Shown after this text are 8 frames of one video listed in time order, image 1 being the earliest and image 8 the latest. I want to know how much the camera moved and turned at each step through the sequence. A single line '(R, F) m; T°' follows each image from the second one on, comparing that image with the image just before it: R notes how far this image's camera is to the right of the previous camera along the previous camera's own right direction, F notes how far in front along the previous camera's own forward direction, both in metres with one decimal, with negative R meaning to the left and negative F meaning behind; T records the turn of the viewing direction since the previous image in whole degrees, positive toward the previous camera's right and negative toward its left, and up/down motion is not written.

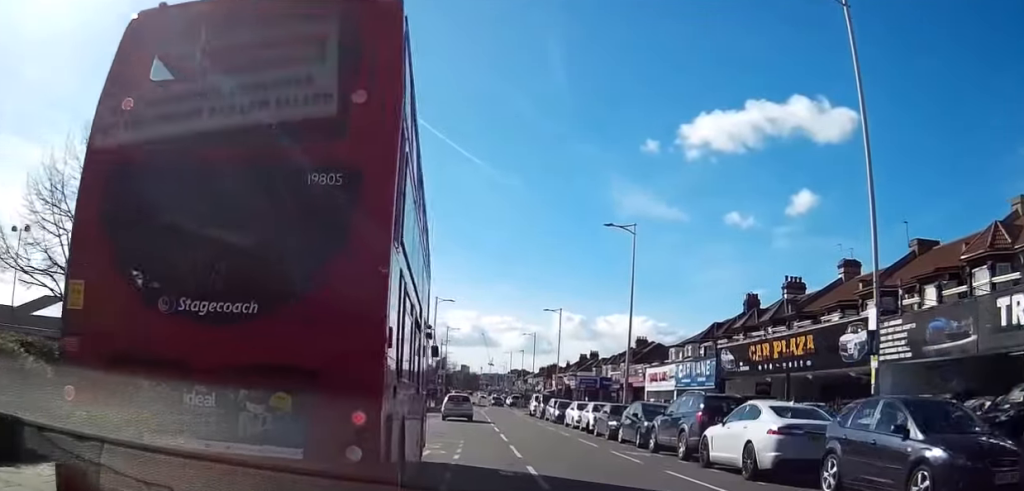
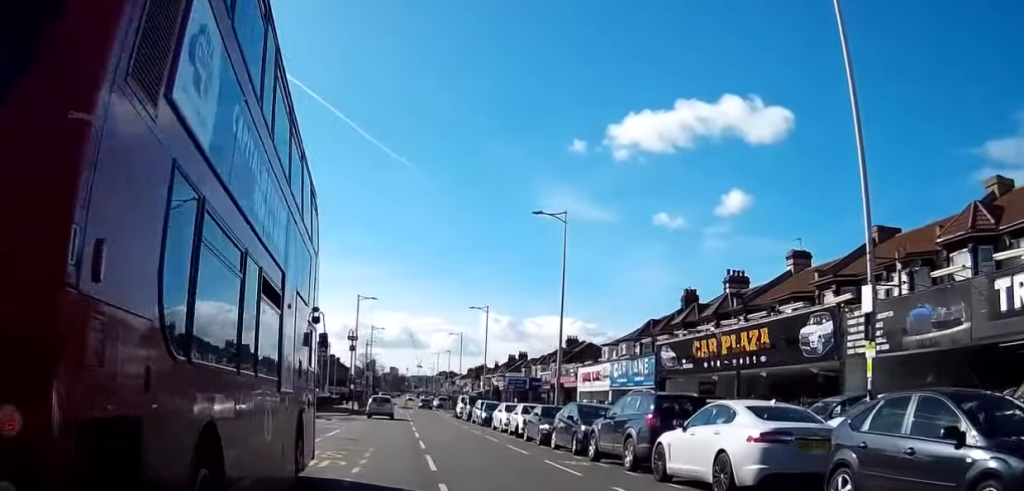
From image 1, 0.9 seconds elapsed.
(+0.1, +3.0) m; +2°
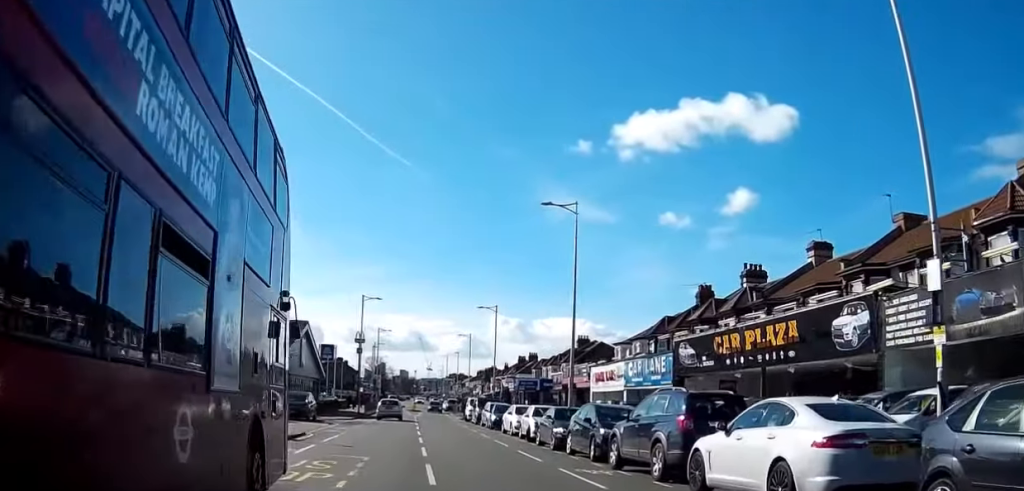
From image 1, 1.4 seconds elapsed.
(0.0, +2.0) m; 0°
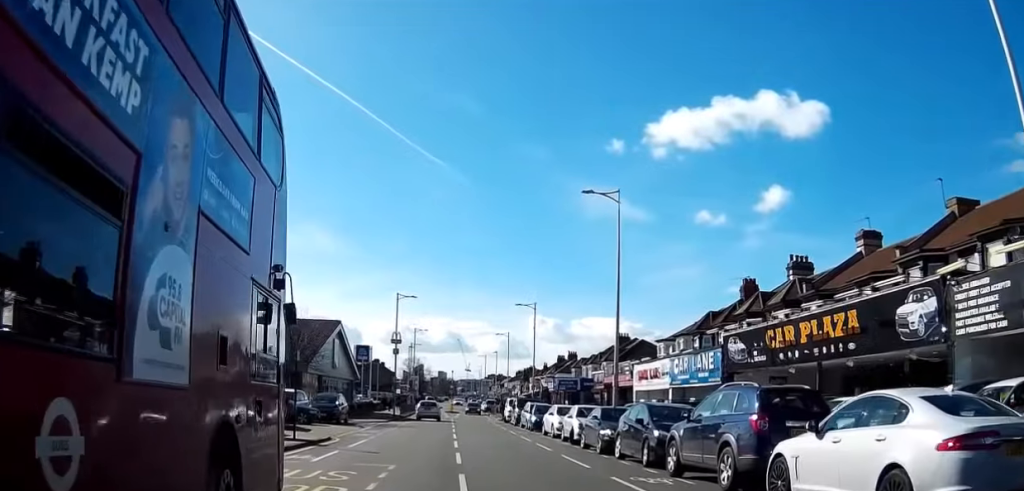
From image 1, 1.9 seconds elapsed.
(0.0, +1.7) m; 0°
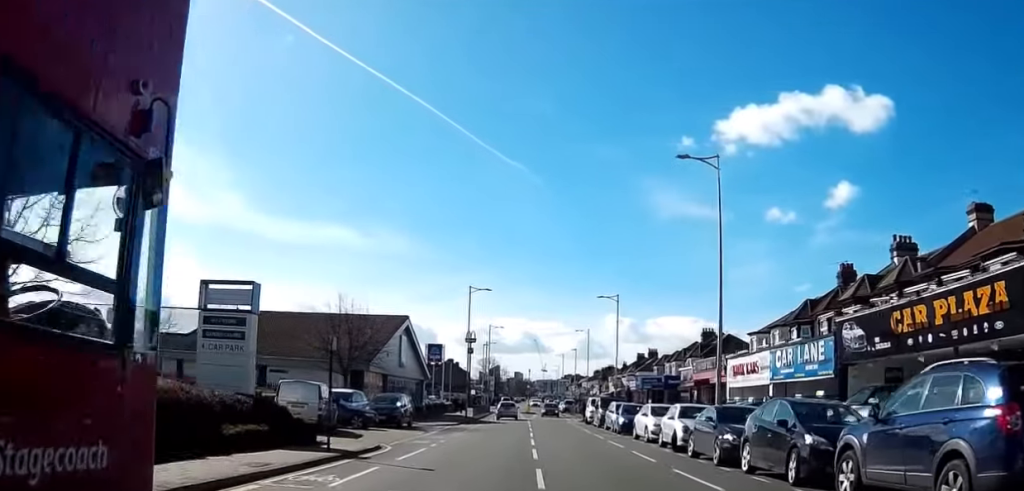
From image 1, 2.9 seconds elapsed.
(0.0, +4.5) m; +1°
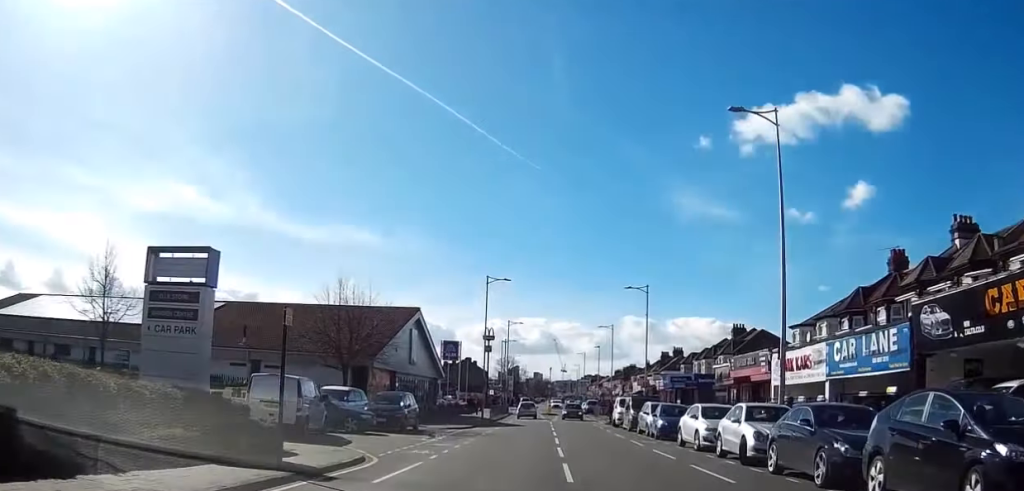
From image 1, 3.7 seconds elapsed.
(+0.1, +4.9) m; 0°
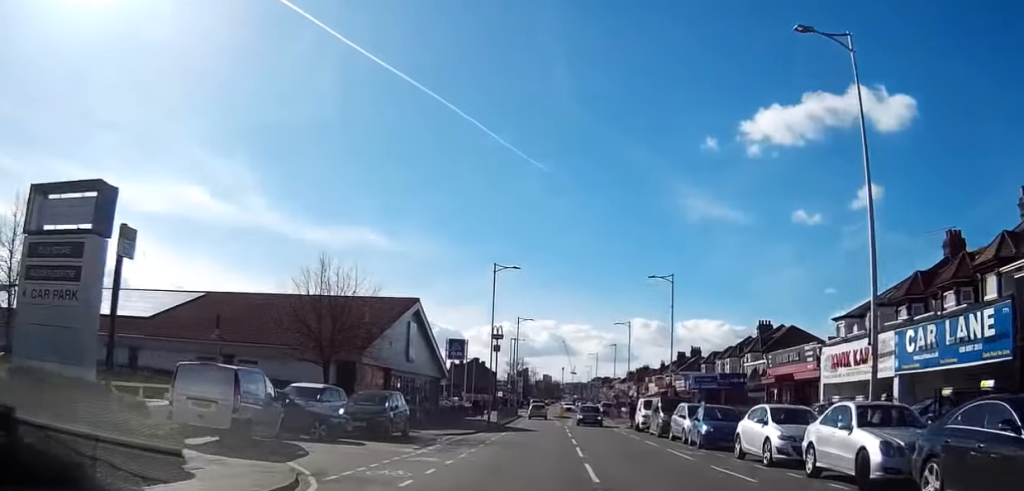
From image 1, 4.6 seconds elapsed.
(-0.1, +5.8) m; -2°
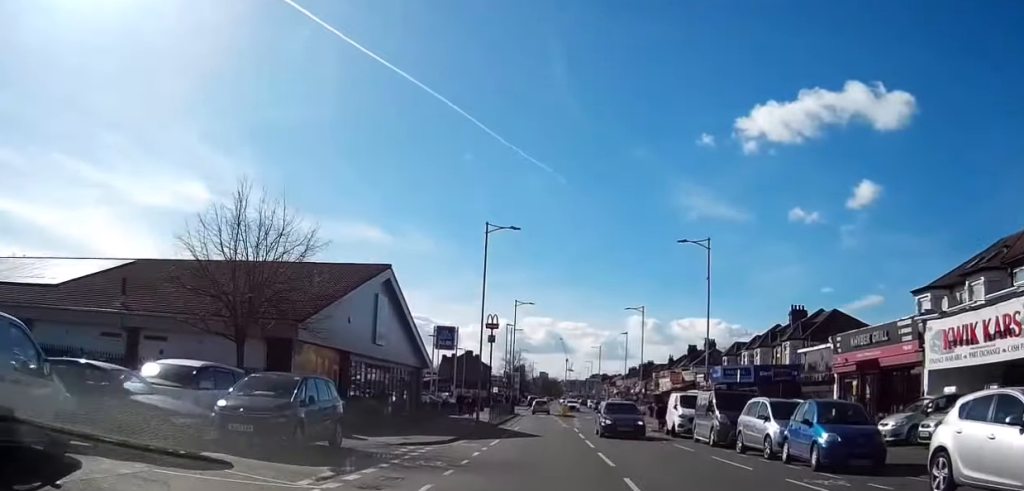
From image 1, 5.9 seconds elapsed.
(-0.2, +10.4) m; -3°
